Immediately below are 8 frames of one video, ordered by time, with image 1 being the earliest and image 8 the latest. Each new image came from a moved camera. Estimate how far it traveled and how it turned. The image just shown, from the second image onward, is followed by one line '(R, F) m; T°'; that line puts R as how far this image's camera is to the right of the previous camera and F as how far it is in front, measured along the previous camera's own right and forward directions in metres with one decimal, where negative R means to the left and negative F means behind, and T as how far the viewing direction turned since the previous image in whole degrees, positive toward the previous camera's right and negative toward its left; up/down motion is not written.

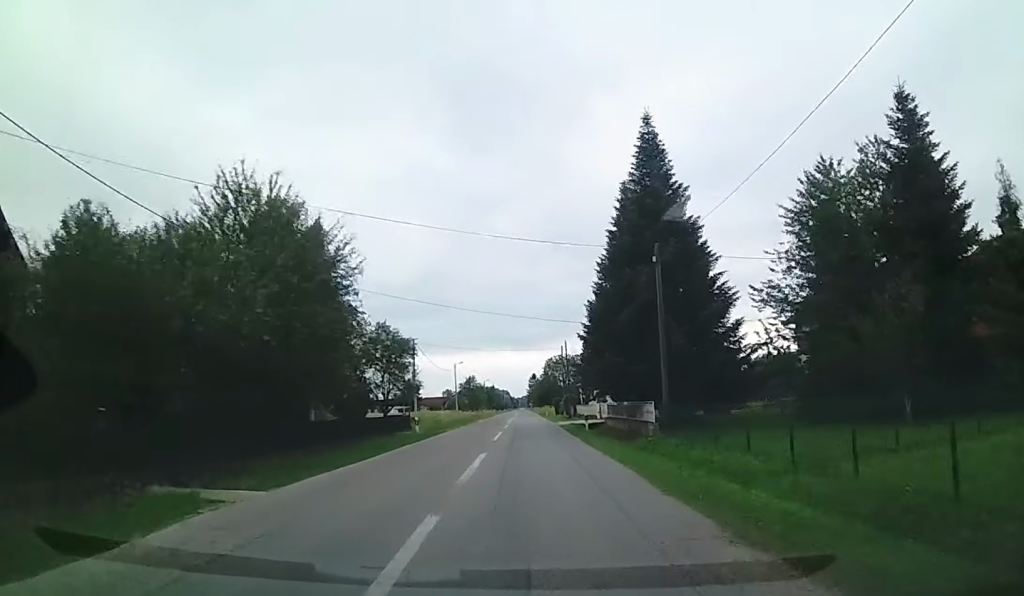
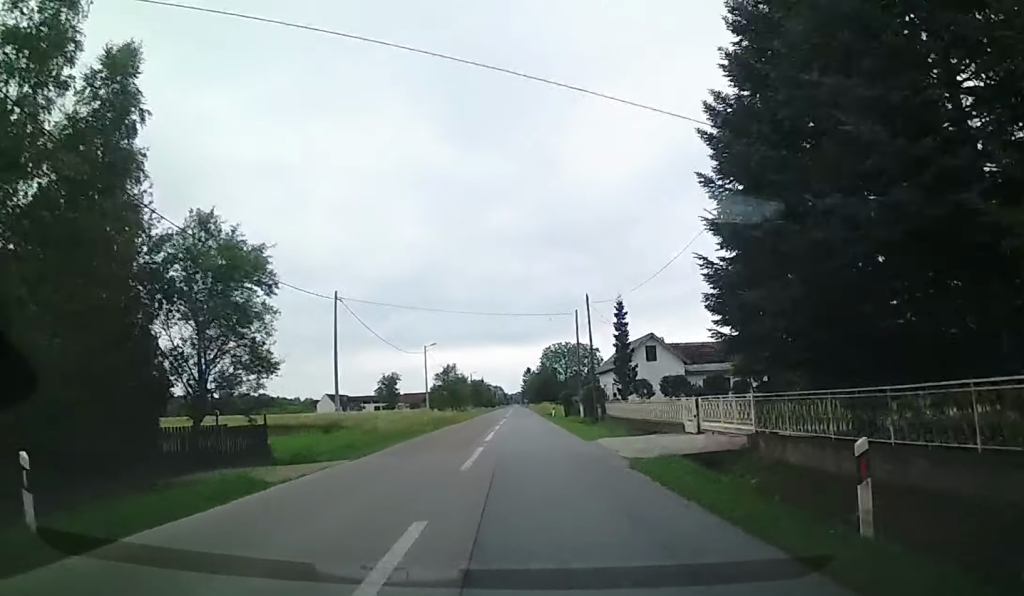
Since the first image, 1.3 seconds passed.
(-0.3, +25.2) m; -1°
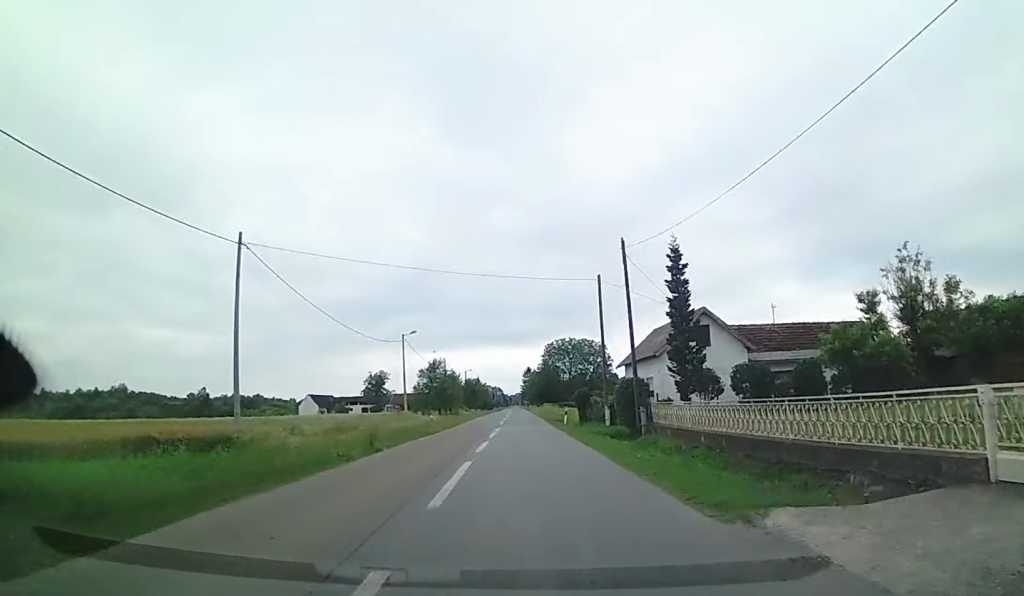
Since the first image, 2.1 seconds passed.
(+0.1, +13.7) m; 0°
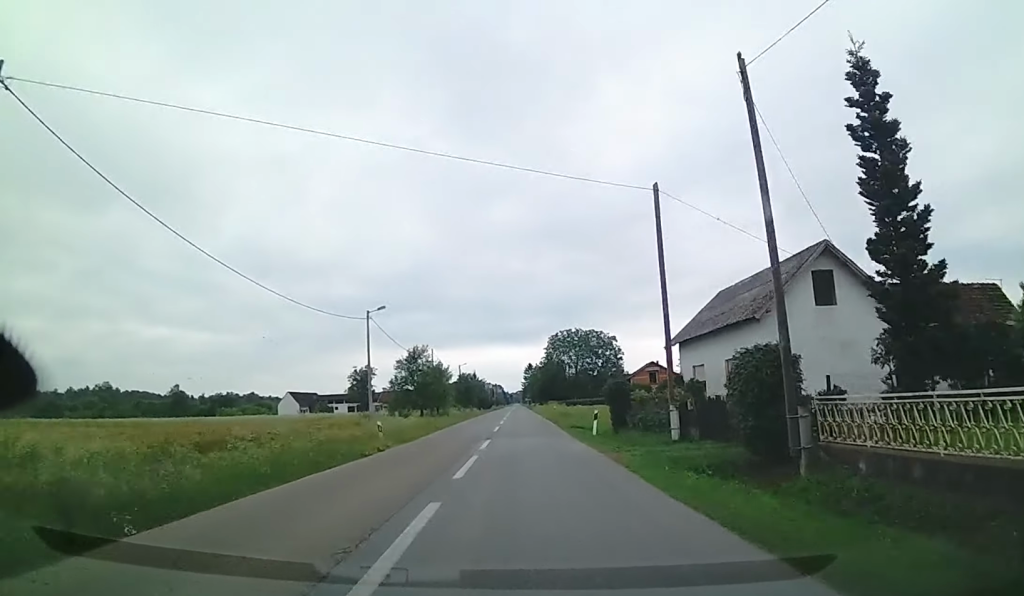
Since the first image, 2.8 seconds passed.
(+0.3, +14.2) m; 0°
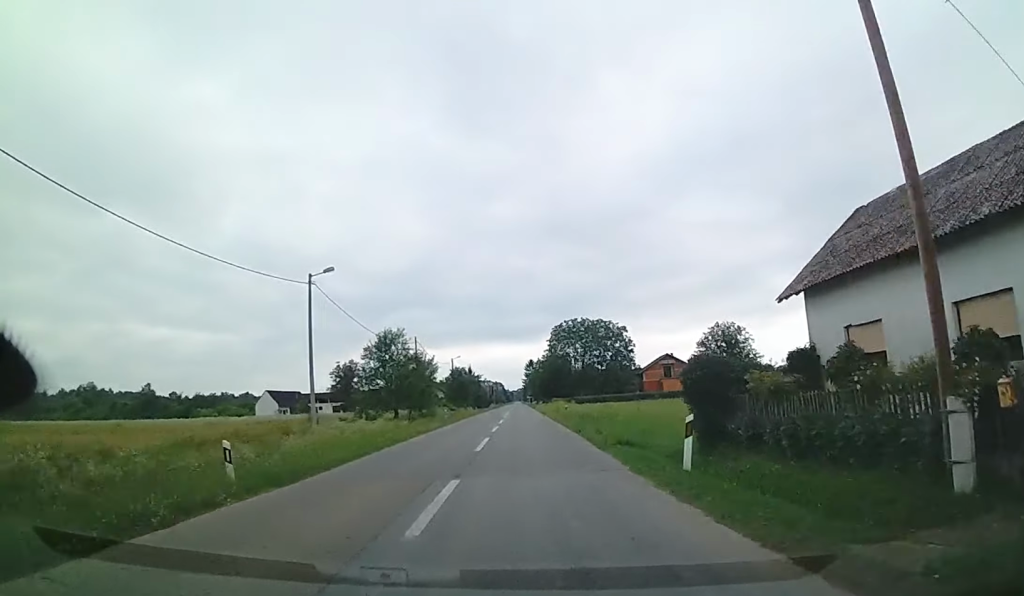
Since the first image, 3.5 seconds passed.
(-0.4, +12.7) m; -1°
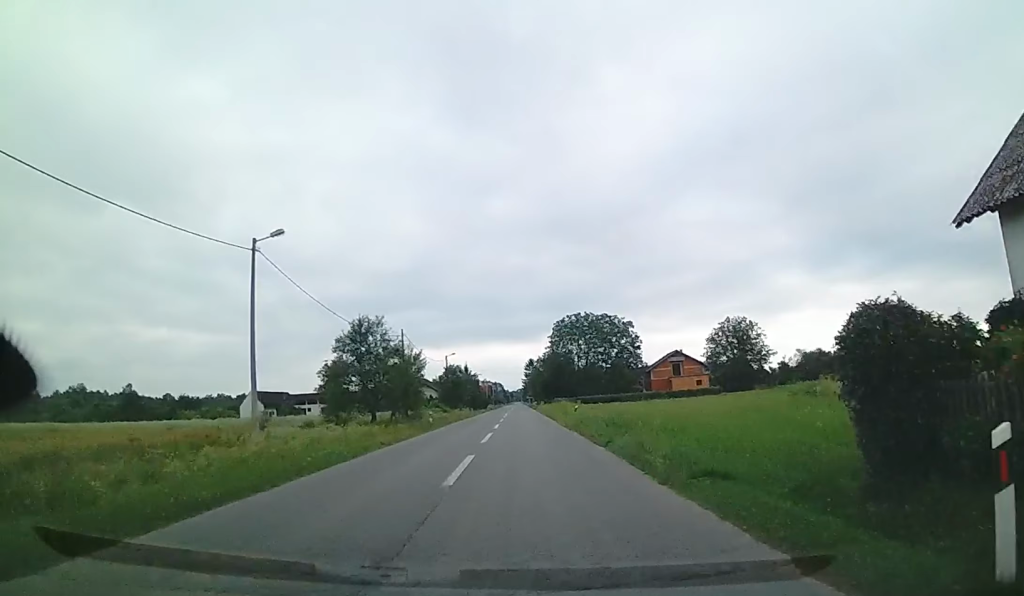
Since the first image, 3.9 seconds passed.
(0.0, +7.3) m; +1°
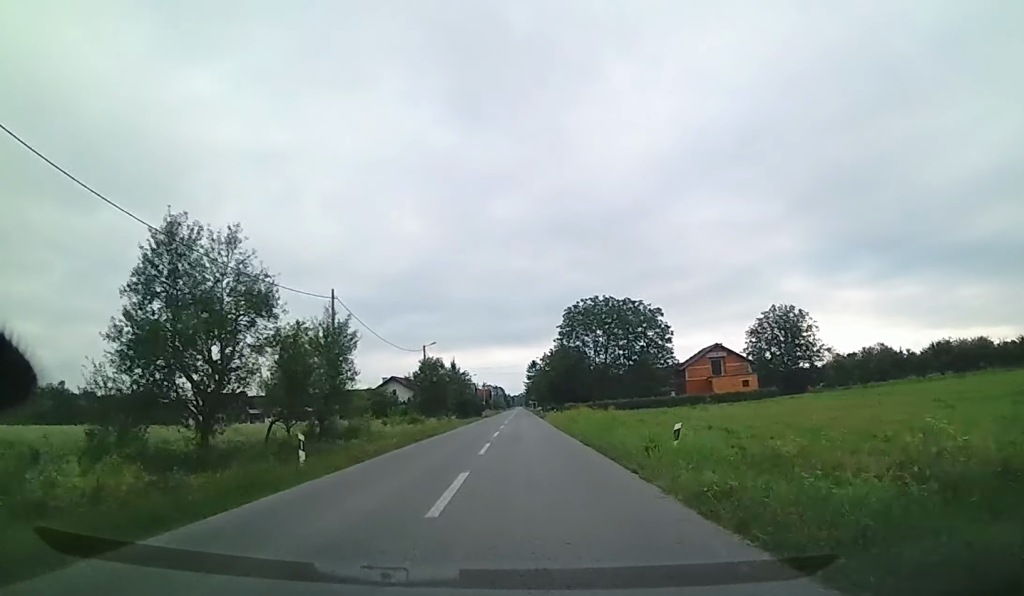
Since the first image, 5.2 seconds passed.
(+0.7, +22.3) m; +2°
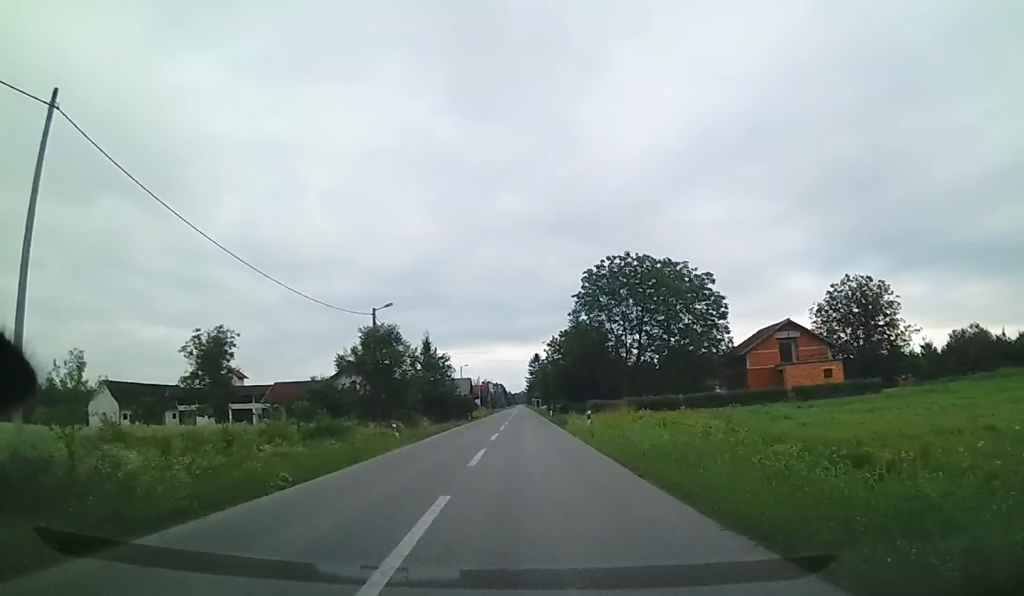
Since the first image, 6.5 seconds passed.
(-0.3, +24.2) m; -2°
